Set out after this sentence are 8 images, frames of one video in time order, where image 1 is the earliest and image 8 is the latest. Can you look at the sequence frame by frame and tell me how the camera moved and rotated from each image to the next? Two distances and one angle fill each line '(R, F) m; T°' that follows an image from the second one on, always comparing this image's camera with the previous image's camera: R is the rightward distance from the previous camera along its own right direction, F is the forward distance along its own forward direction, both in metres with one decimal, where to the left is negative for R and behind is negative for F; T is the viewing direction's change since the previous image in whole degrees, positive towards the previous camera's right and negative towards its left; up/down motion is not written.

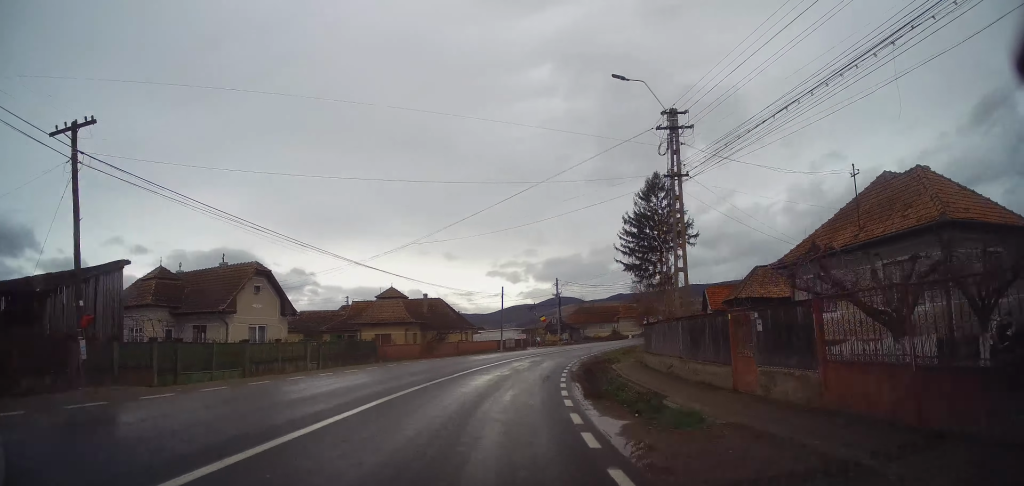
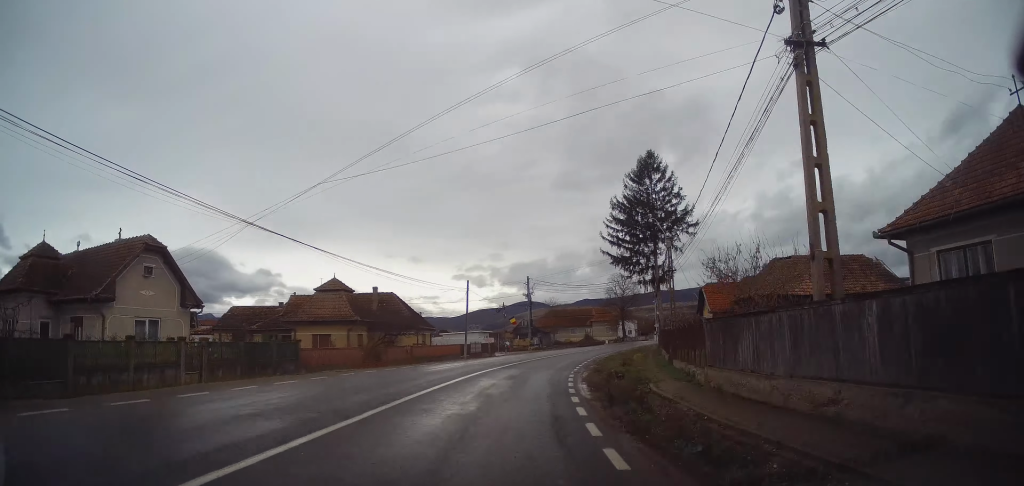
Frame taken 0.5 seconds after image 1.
(+0.1, +8.9) m; +2°
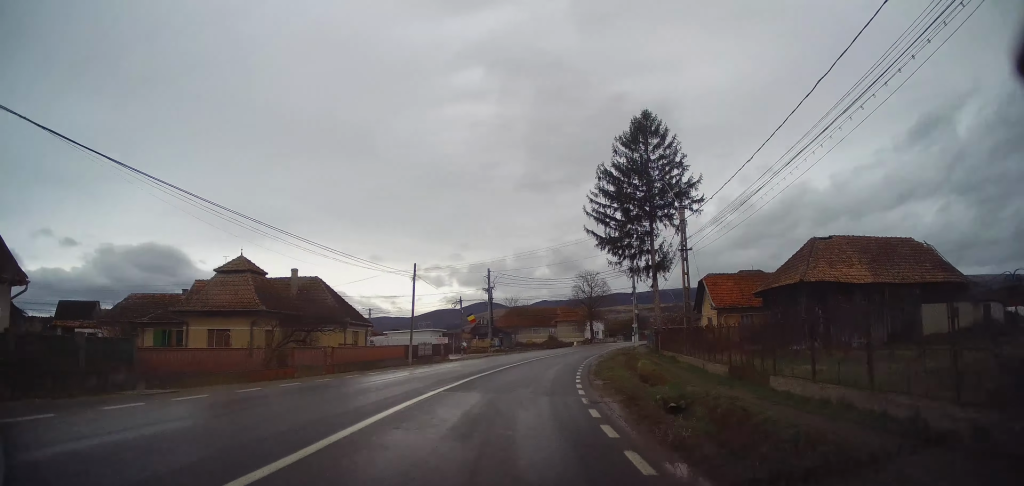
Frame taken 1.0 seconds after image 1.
(+0.3, +10.2) m; +4°
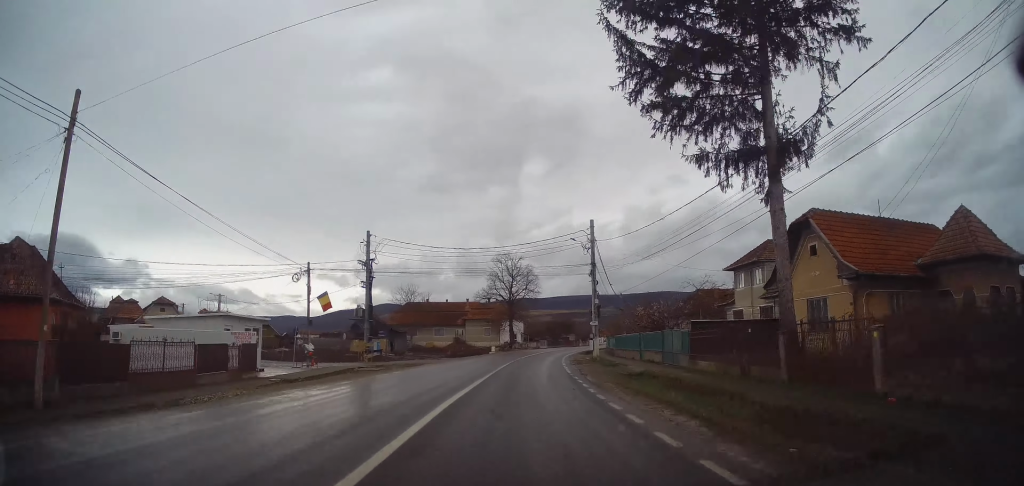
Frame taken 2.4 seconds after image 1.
(+2.7, +26.2) m; +11°
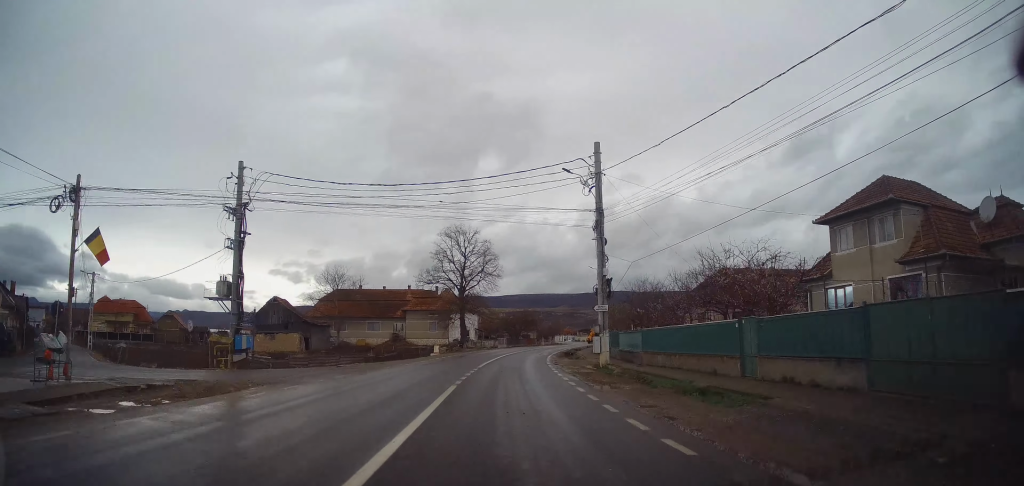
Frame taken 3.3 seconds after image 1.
(+0.8, +18.4) m; +5°
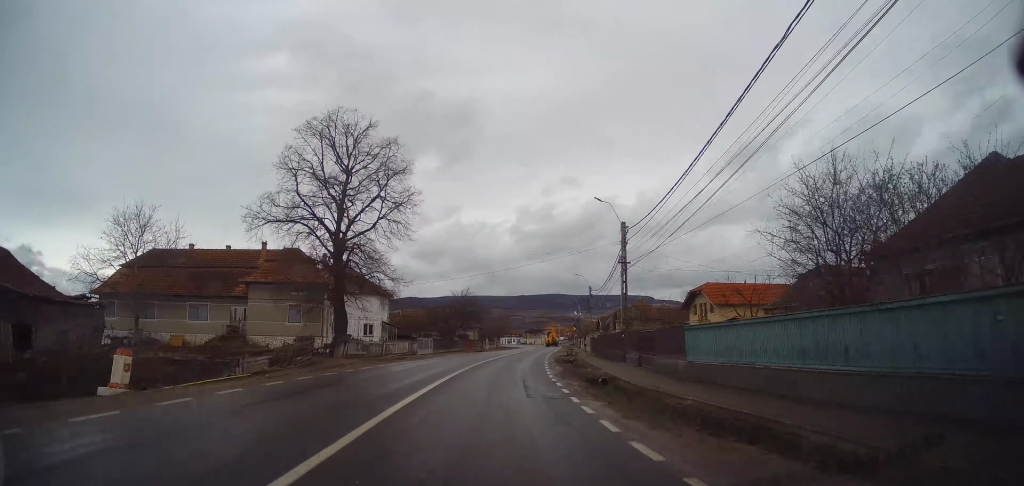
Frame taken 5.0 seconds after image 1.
(+2.3, +33.4) m; +7°
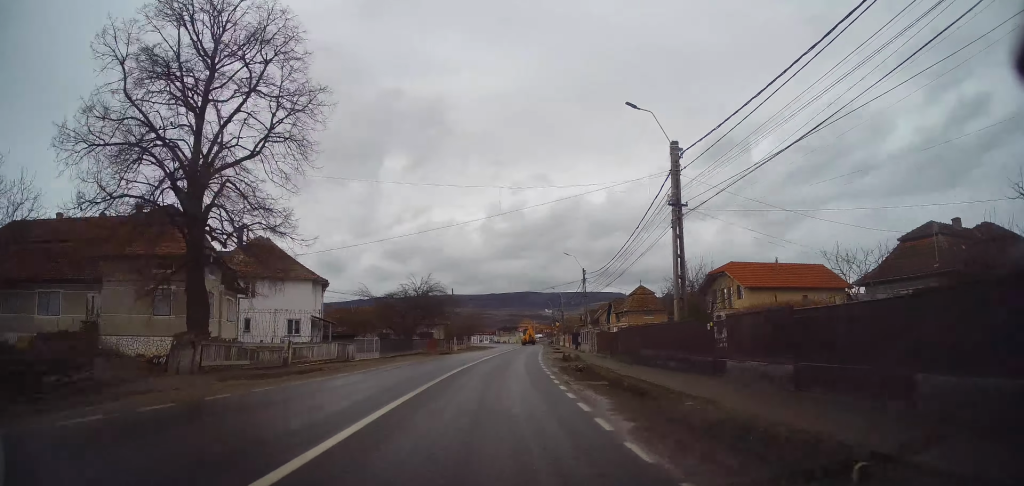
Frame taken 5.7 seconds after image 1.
(+0.2, +14.1) m; +3°
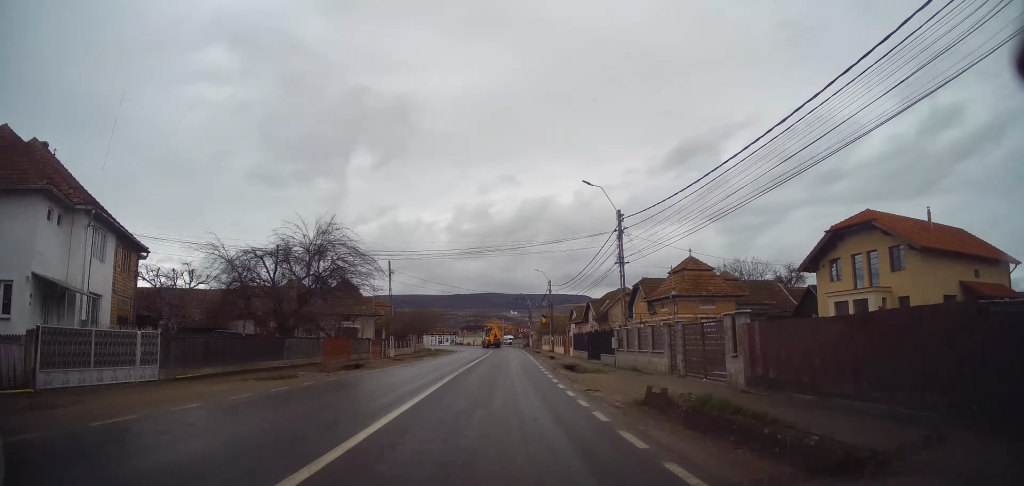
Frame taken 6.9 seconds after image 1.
(+1.6, +25.0) m; +6°
